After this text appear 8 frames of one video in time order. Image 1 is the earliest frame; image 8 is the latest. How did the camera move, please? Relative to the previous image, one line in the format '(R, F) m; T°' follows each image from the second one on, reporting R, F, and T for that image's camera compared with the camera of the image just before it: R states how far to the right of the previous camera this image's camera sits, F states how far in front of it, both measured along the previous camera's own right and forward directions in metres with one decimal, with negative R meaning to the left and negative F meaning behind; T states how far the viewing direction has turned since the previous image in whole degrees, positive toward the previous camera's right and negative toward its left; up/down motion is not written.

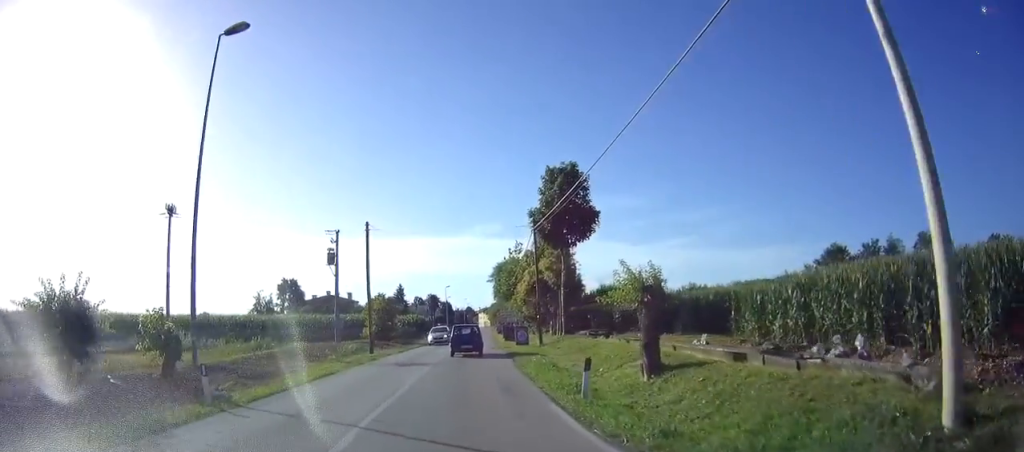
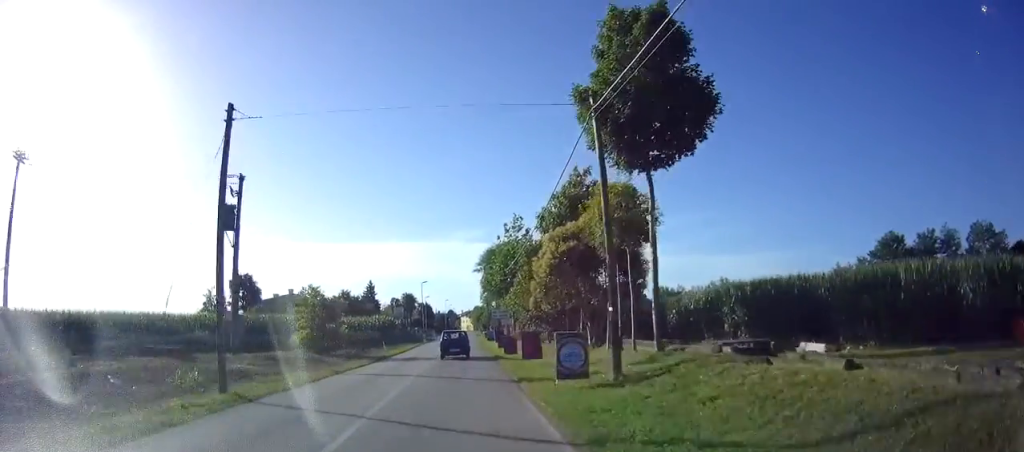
(+0.4, +15.0) m; +3°
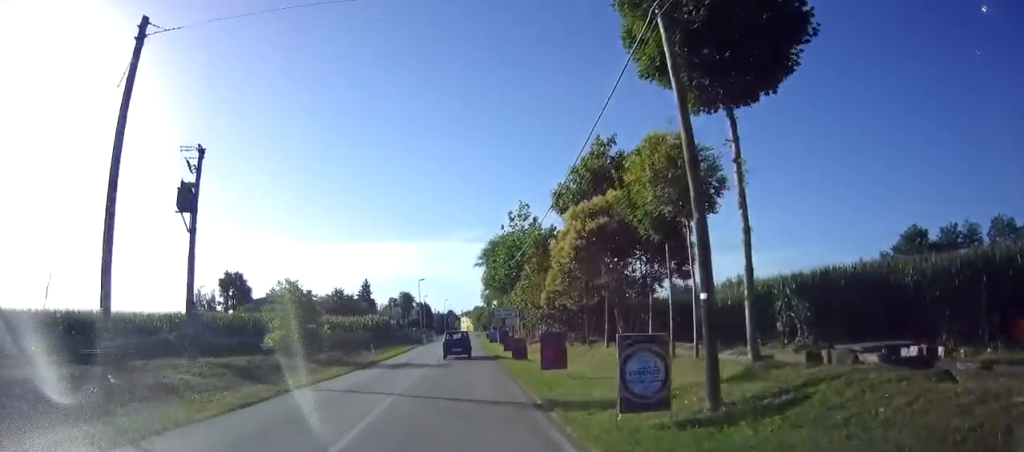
(+0.1, +4.0) m; 0°
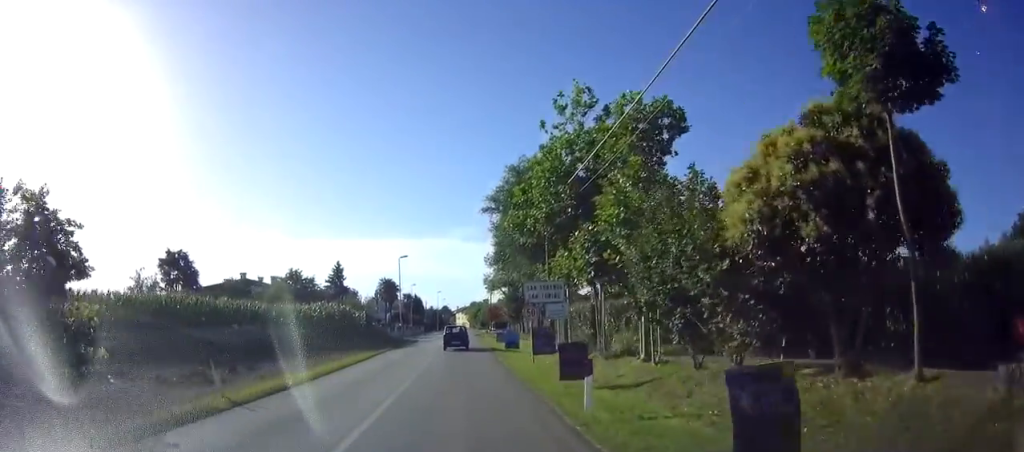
(-0.2, +17.7) m; 0°
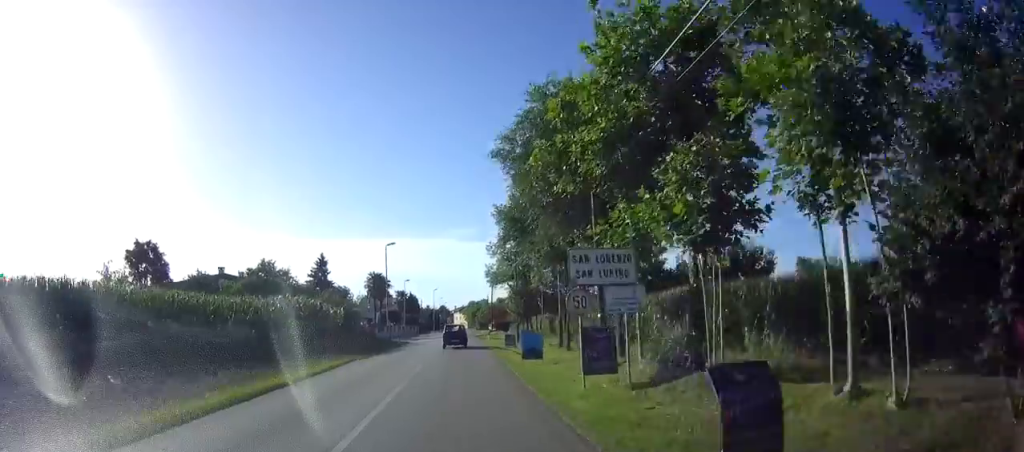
(+0.1, +7.4) m; +1°
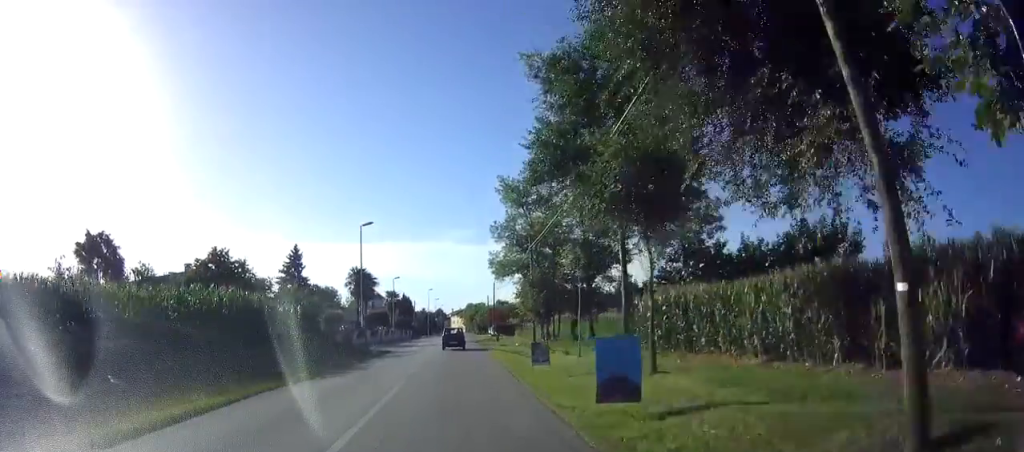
(+0.1, +9.5) m; +1°
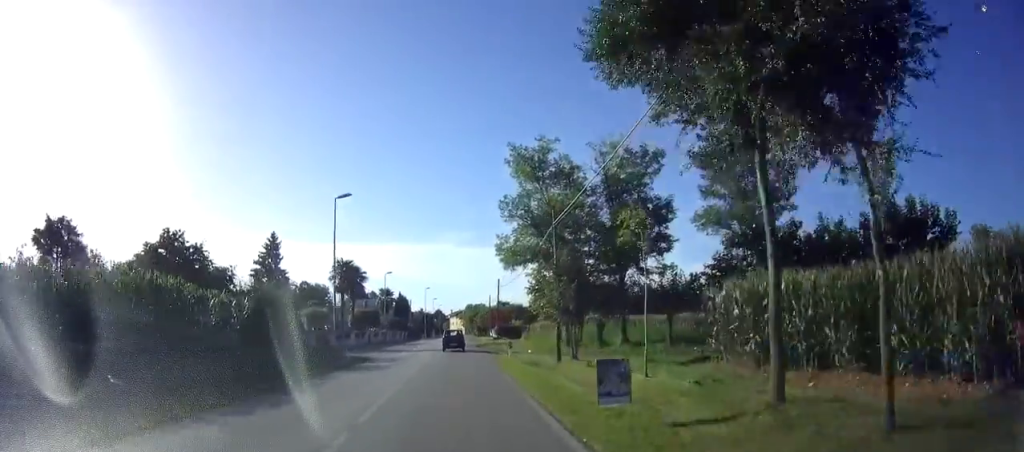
(+0.1, +7.0) m; 0°
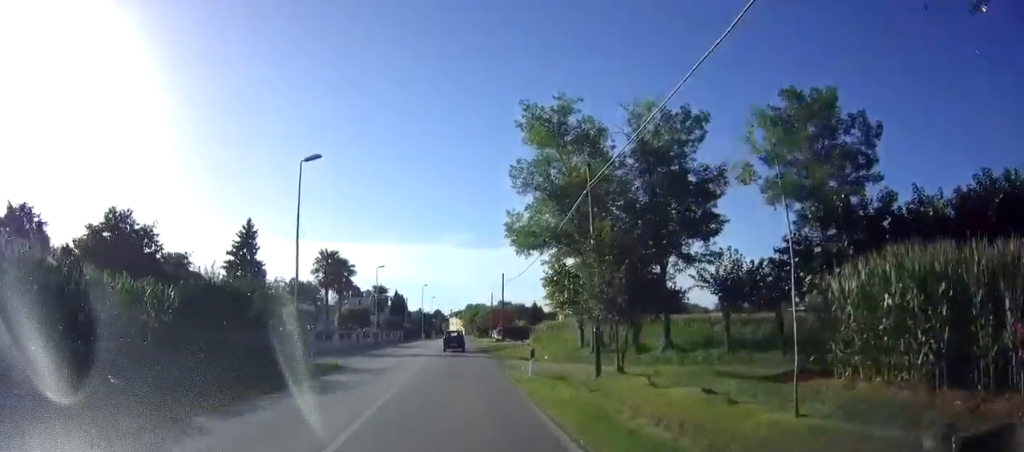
(+0.1, +5.9) m; 0°
